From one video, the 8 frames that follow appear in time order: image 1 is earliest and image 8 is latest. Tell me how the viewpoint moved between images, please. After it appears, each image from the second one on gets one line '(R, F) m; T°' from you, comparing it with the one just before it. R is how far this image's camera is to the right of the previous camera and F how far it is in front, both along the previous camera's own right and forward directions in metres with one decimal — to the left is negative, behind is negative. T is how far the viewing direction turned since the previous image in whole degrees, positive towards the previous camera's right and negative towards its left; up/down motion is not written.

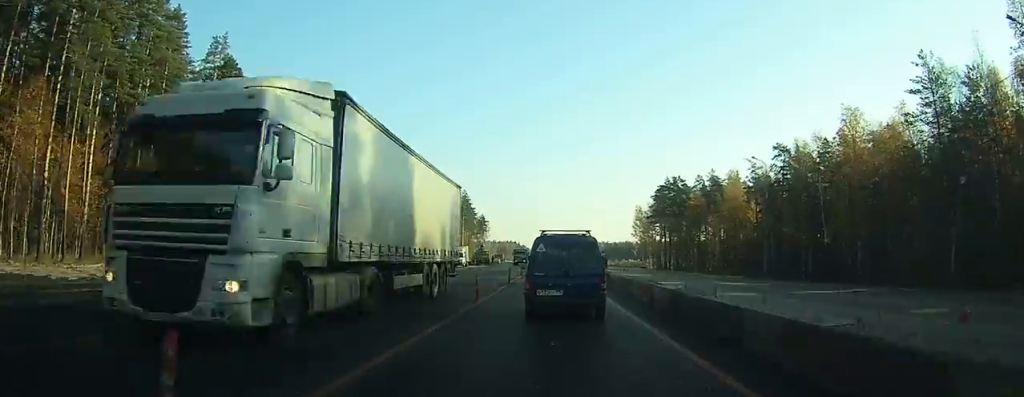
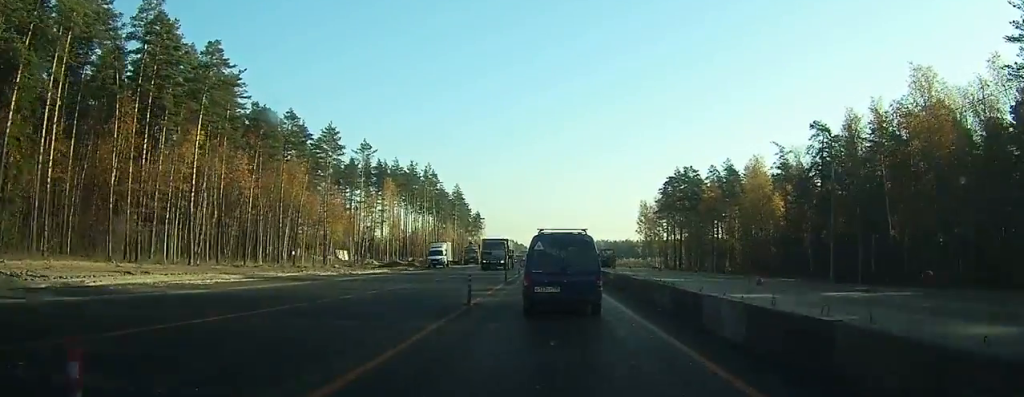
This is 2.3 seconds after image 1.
(-0.1, +14.3) m; -1°
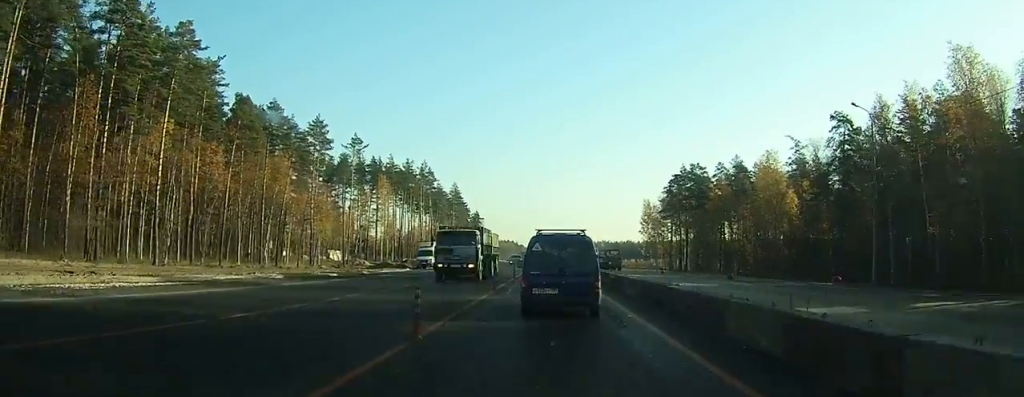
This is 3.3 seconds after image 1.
(0.0, +6.0) m; 0°
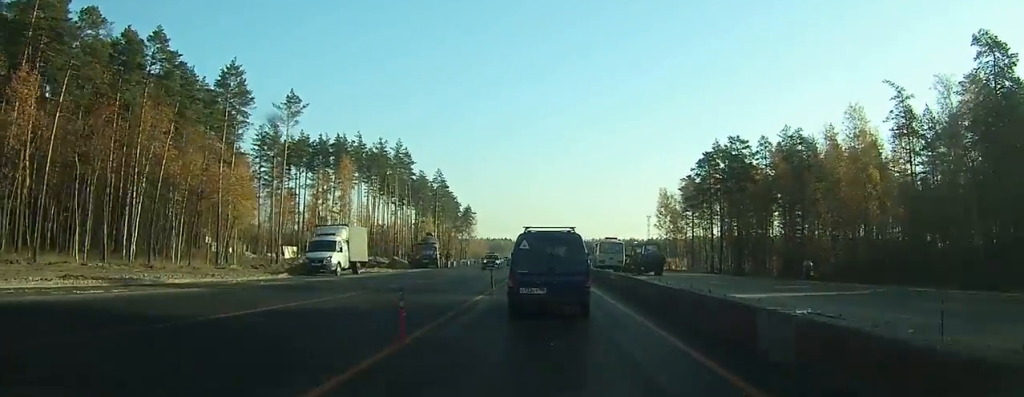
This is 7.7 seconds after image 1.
(-0.5, +28.6) m; -2°
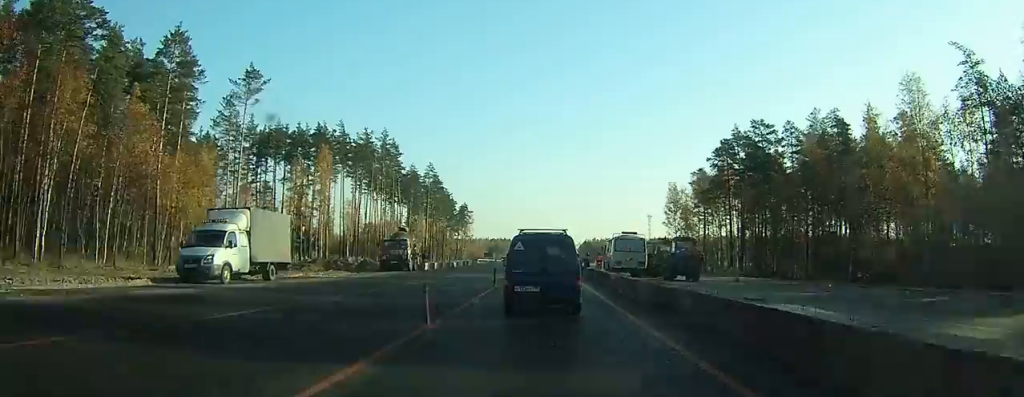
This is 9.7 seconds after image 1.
(0.0, +12.4) m; 0°
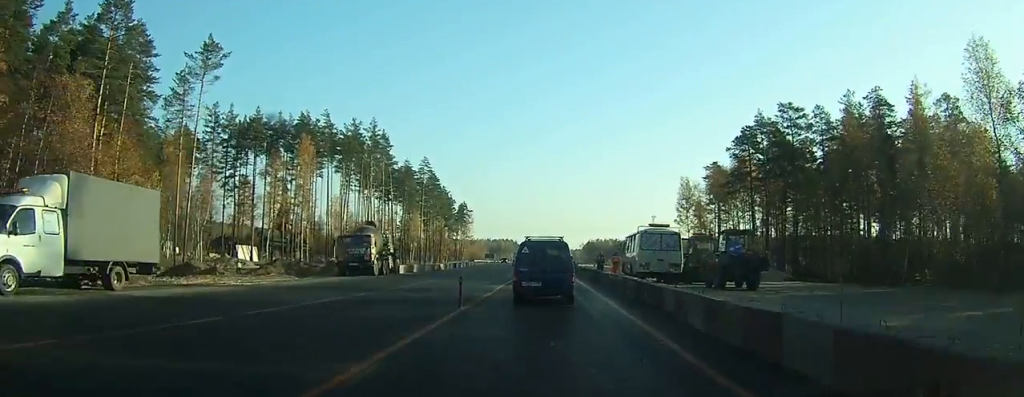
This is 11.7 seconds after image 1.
(0.0, +10.9) m; 0°
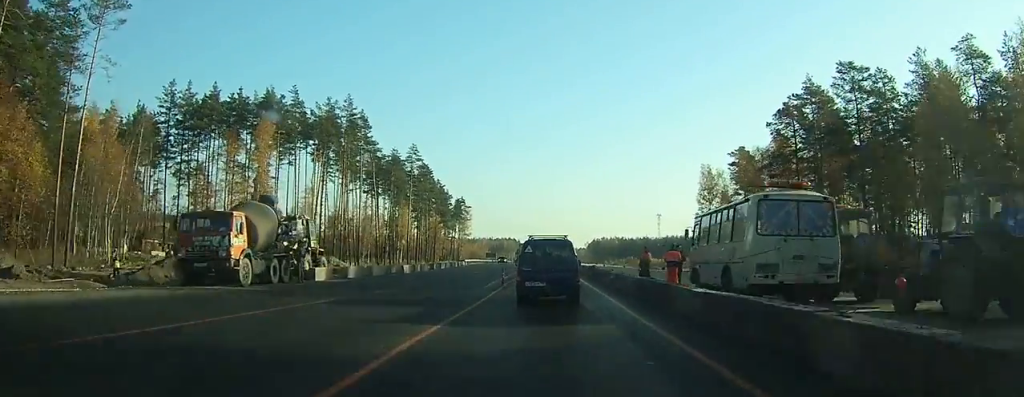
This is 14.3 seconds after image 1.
(0.0, +15.2) m; +1°
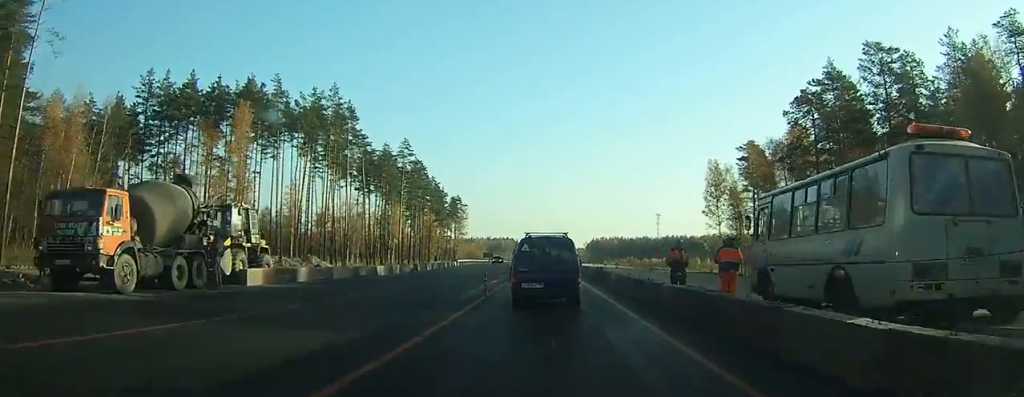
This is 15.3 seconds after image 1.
(+0.1, +5.5) m; +1°
